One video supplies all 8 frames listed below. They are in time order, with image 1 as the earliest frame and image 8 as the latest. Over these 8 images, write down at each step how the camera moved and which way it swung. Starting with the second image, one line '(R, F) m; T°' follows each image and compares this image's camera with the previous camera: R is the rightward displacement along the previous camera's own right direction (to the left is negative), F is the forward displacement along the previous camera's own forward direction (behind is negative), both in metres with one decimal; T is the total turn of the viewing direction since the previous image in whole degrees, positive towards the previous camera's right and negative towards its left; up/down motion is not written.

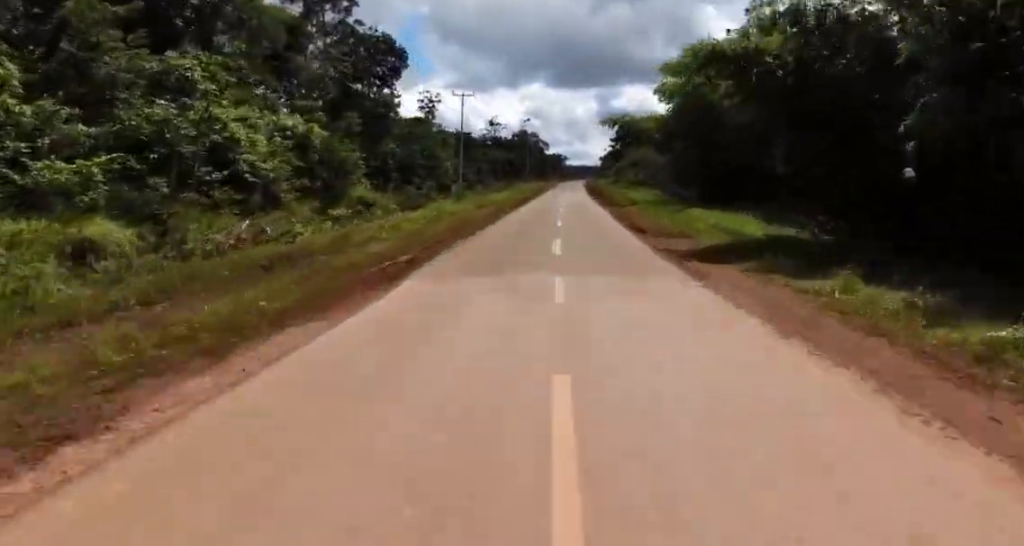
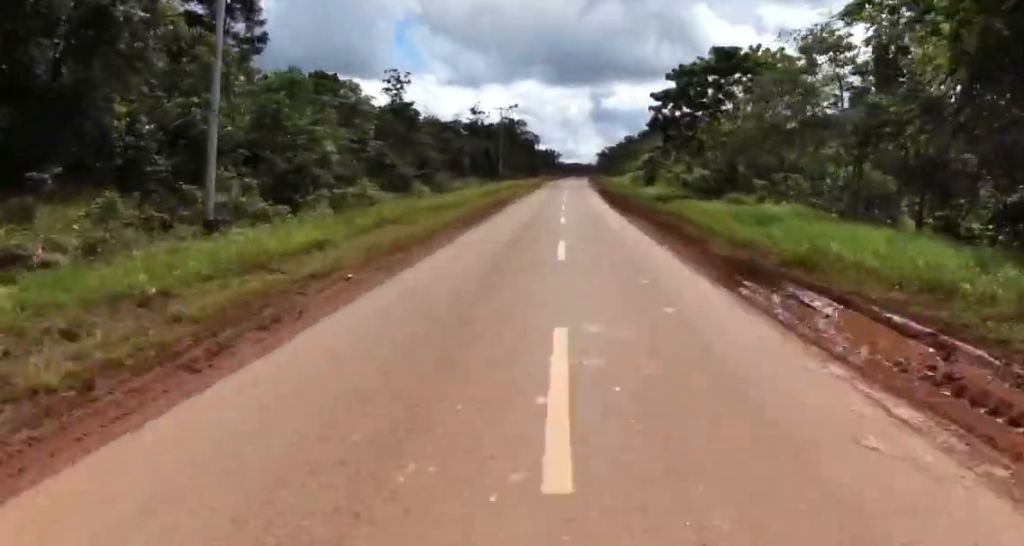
(+2.3, +42.7) m; +2°
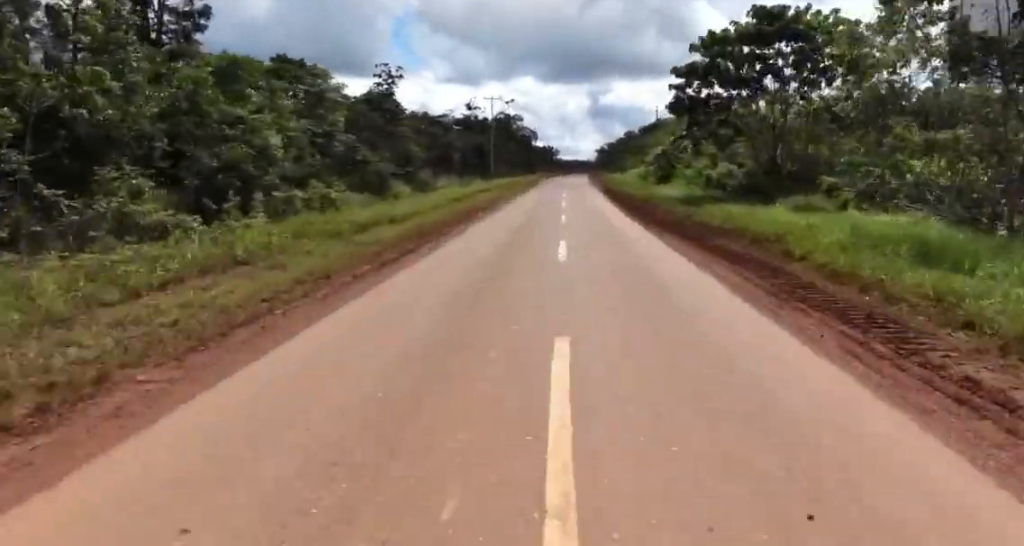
(-0.1, +8.5) m; -1°
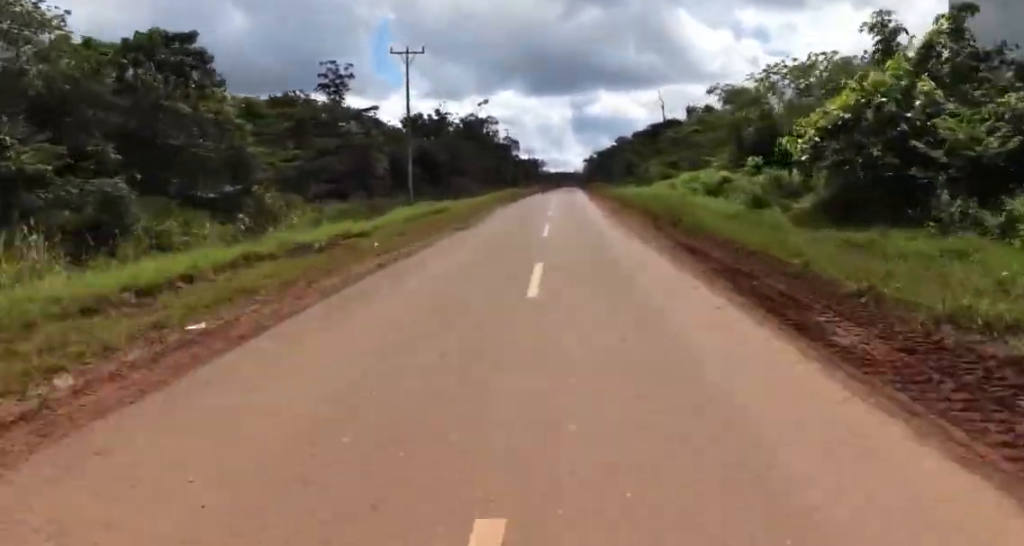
(-1.0, +35.1) m; +1°
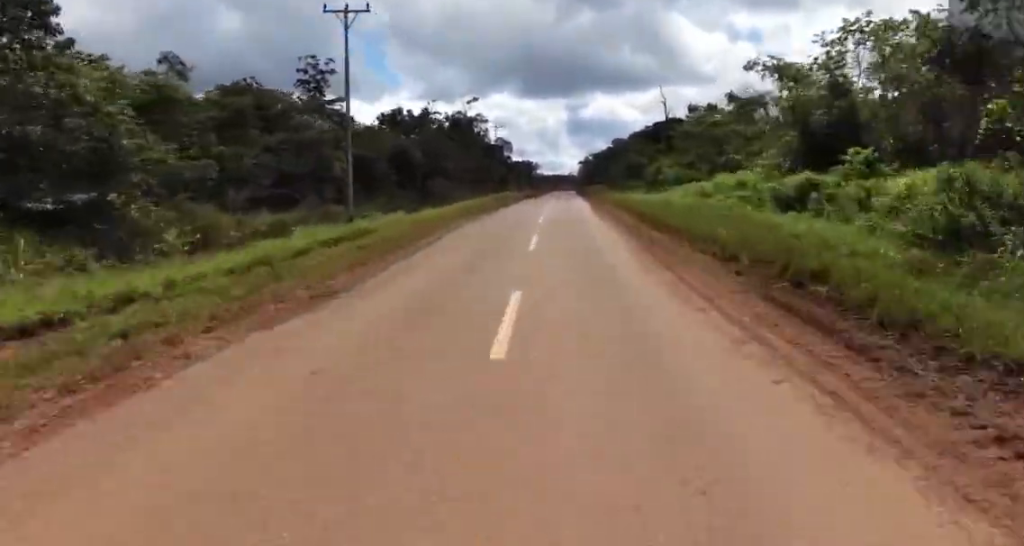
(+0.3, +10.0) m; +1°
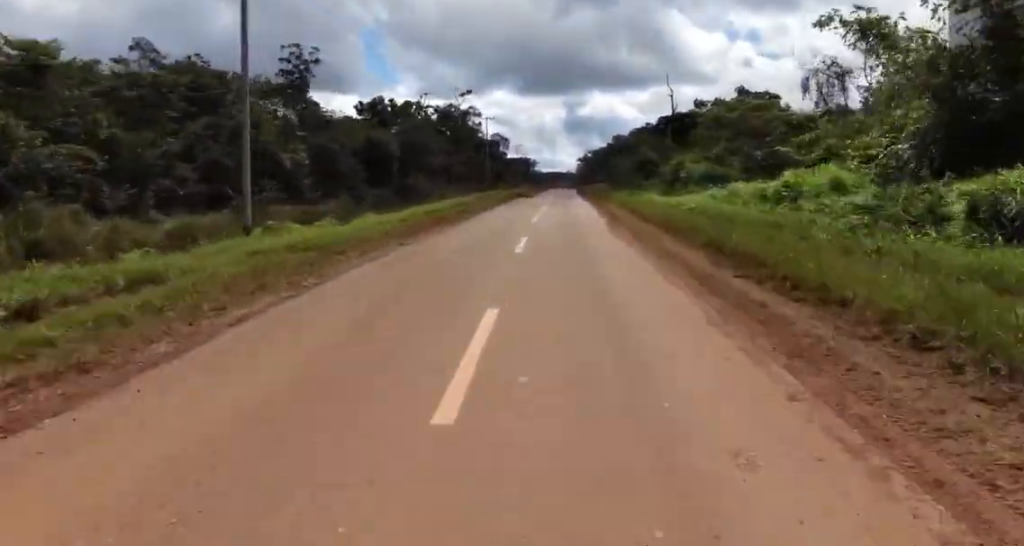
(+0.4, +9.4) m; 0°
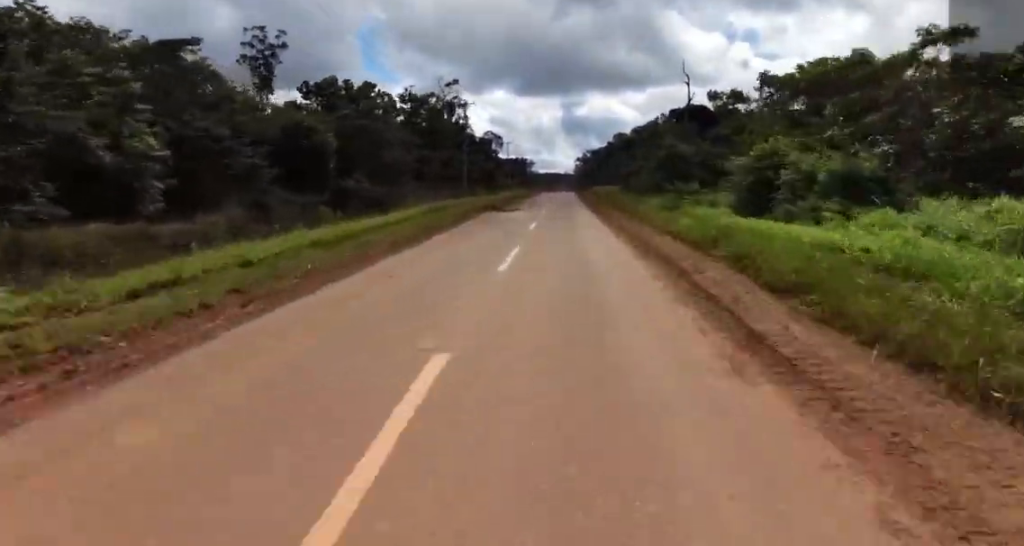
(-0.2, +18.1) m; -1°
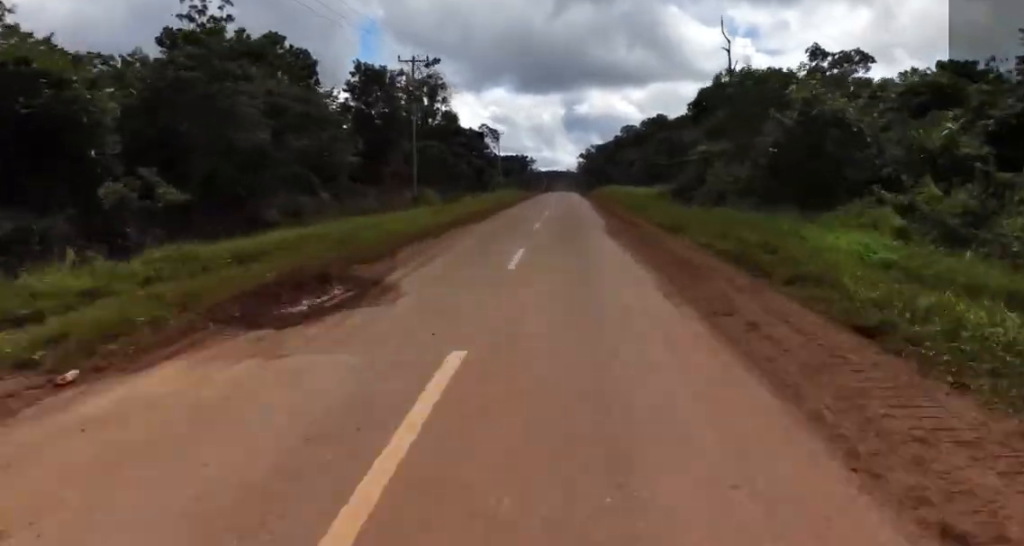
(-0.2, +24.8) m; 0°
